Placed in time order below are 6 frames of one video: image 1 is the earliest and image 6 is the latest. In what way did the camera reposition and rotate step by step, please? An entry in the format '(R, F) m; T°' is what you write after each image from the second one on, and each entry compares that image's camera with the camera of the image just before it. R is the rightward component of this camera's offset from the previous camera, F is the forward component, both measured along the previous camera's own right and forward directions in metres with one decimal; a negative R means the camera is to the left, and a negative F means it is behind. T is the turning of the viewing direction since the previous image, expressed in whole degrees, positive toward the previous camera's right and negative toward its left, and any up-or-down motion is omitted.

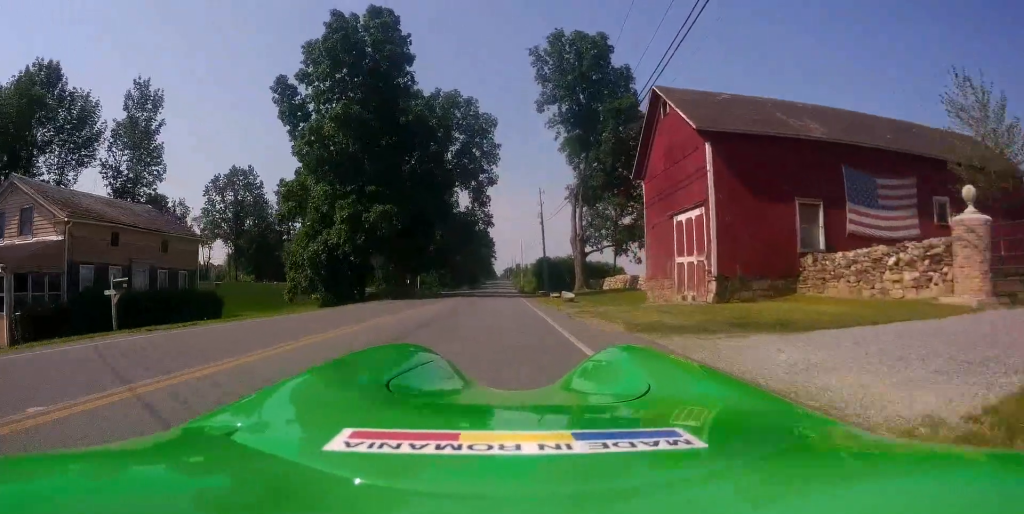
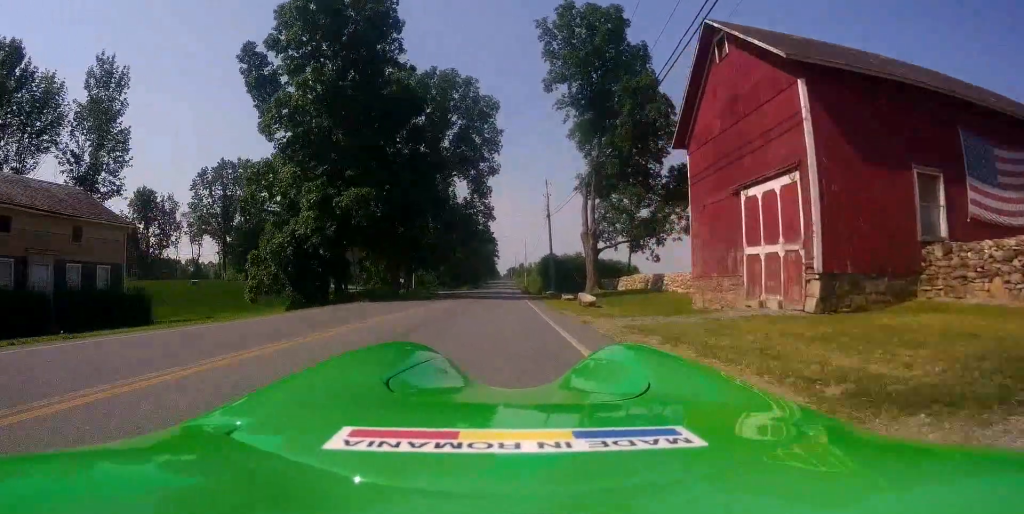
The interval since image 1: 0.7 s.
(0.0, +6.2) m; +1°
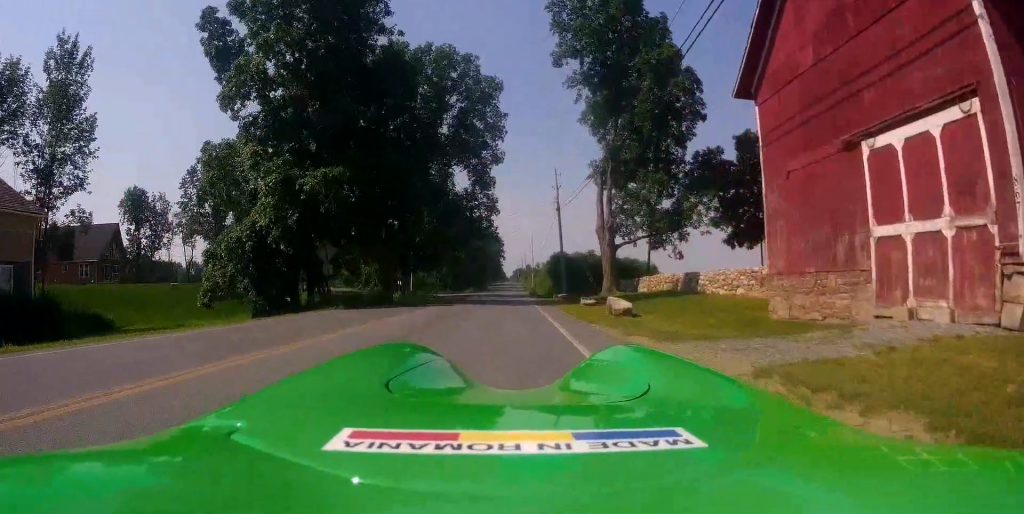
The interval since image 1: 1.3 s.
(0.0, +5.9) m; +1°
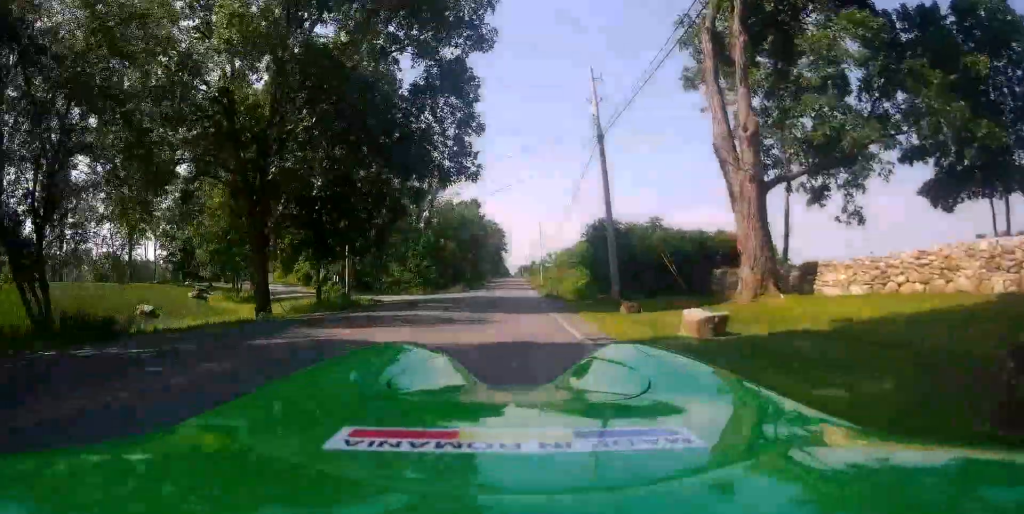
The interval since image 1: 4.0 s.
(+0.2, +26.0) m; -3°
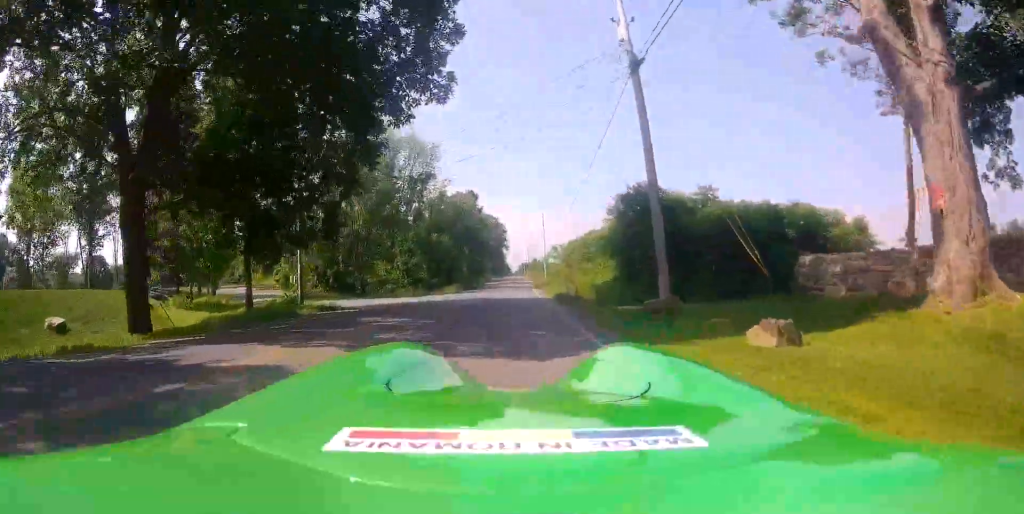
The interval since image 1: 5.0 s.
(-0.3, +9.1) m; -3°
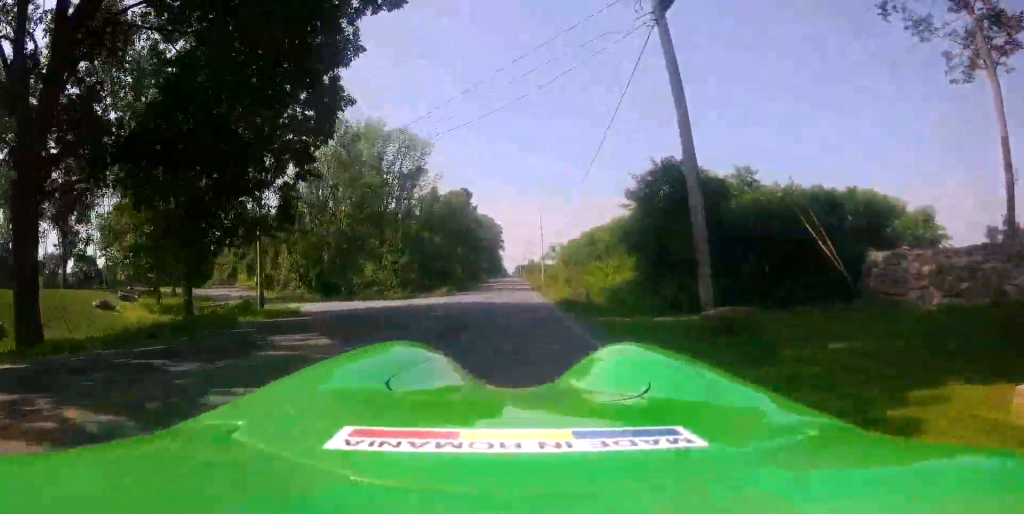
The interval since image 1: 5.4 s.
(-0.1, +4.3) m; -1°
